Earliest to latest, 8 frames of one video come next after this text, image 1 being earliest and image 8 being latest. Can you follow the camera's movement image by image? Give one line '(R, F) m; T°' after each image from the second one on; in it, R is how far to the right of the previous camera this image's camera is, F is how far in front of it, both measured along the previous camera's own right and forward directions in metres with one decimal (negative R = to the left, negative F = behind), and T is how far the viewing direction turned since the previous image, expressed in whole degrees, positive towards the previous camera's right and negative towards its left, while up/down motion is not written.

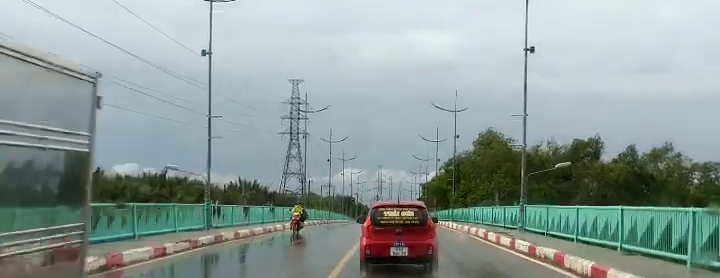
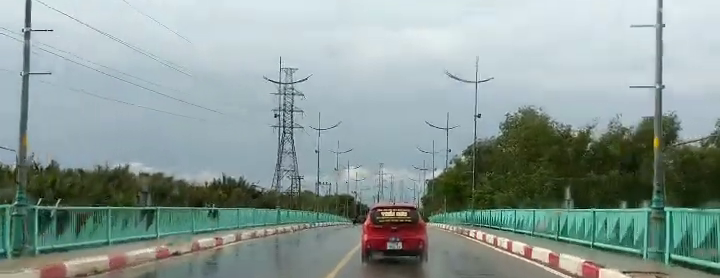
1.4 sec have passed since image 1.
(+0.7, +14.5) m; -1°
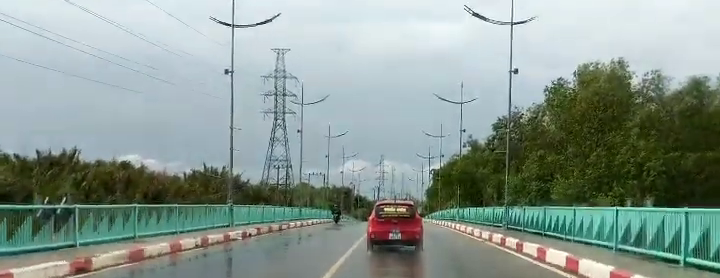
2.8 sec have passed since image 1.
(-0.6, +14.0) m; -2°
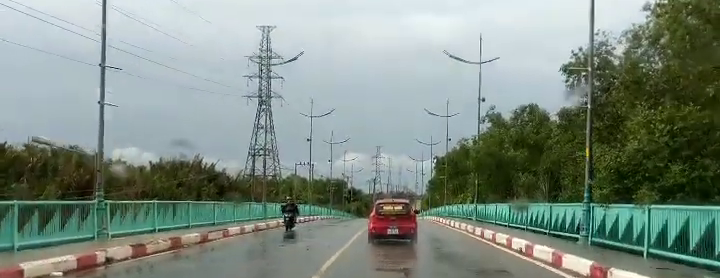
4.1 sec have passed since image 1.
(+0.3, +14.8) m; +2°
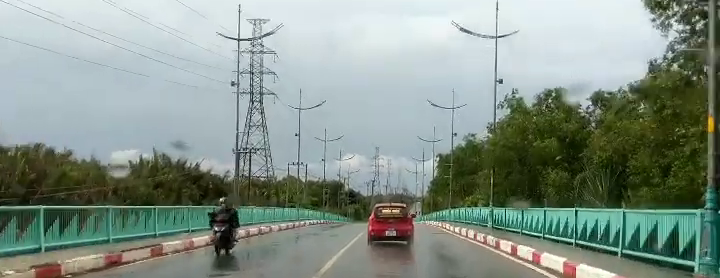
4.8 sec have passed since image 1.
(+0.2, +7.7) m; 0°
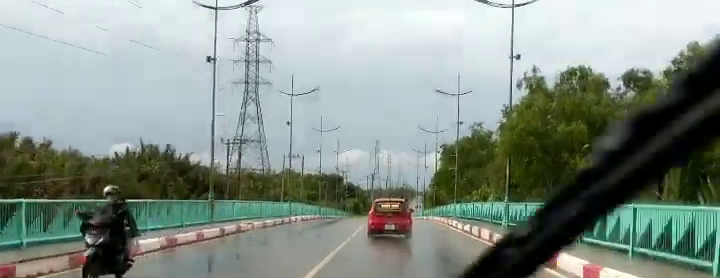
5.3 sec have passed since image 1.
(-0.1, +4.9) m; 0°
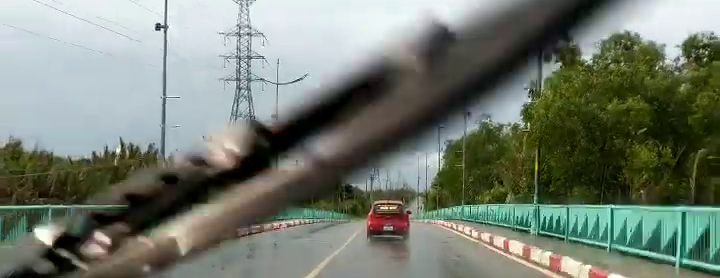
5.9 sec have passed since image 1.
(-0.1, +6.8) m; 0°
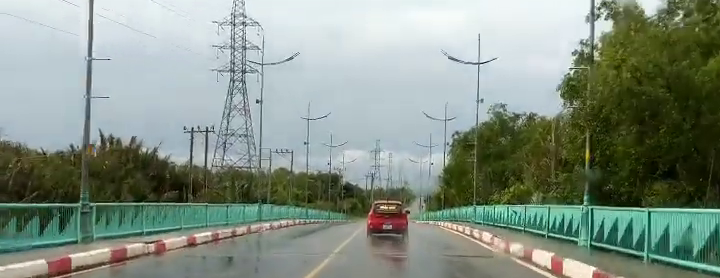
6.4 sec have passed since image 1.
(+0.1, +6.6) m; +1°
